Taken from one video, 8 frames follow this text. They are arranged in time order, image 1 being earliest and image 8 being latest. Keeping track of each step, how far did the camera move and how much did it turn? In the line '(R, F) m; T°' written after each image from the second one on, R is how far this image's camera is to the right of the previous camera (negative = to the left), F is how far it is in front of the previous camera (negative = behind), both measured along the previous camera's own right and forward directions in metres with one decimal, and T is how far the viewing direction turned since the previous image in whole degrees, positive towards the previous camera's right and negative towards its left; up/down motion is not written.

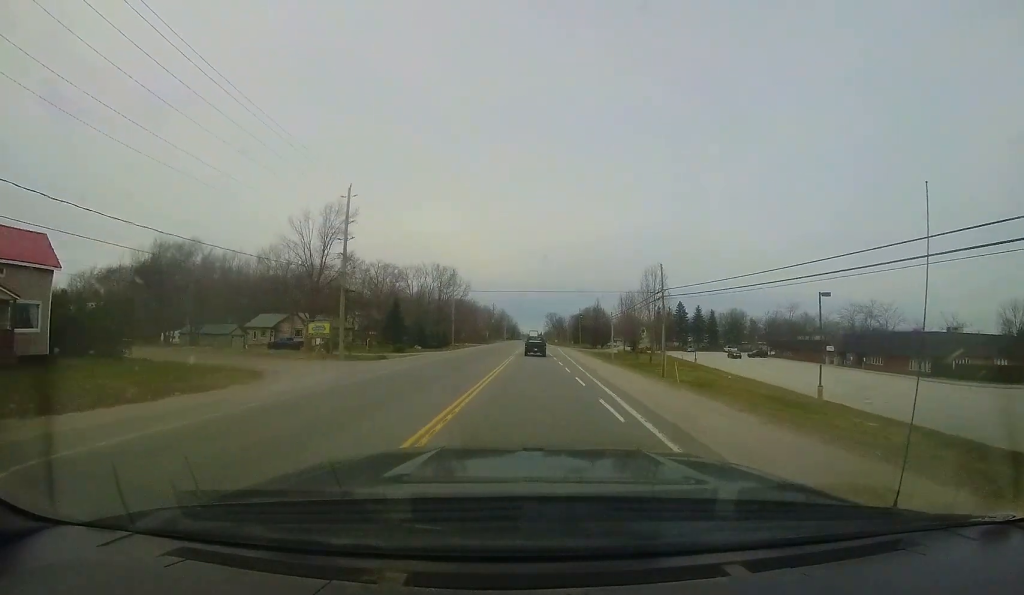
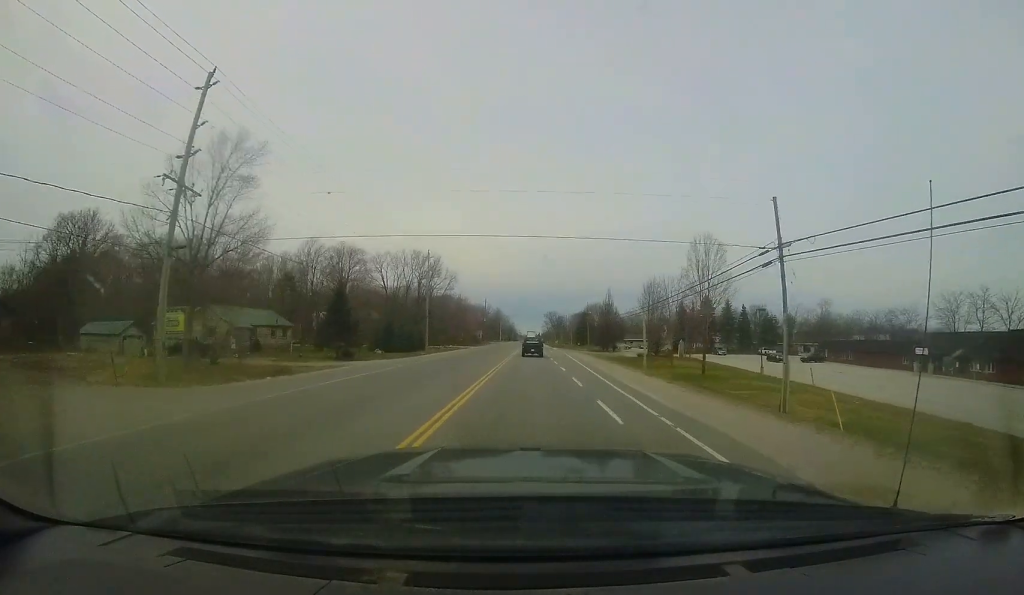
(0.0, +18.3) m; 0°
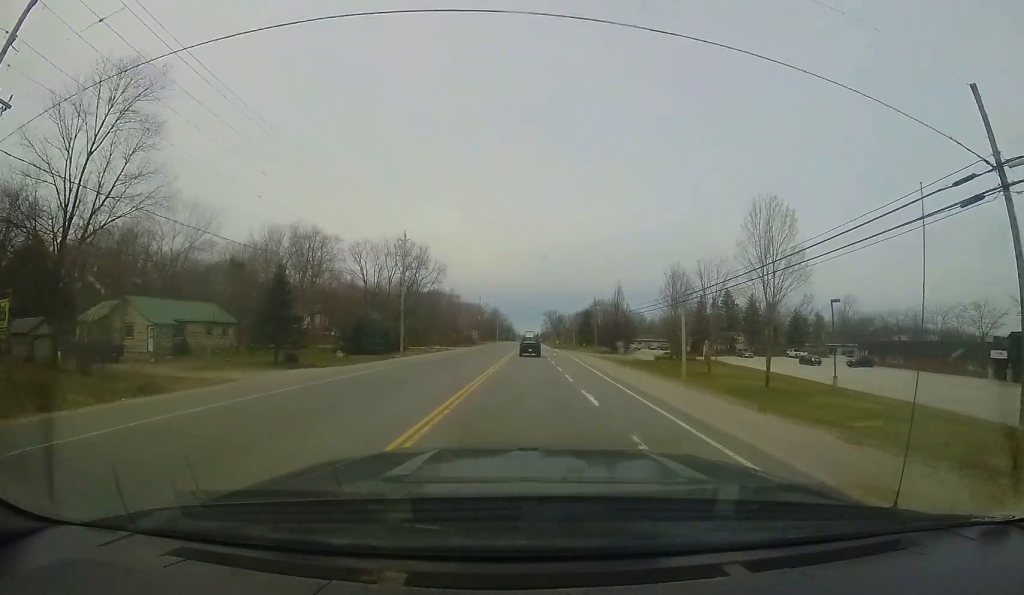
(-0.1, +11.1) m; 0°
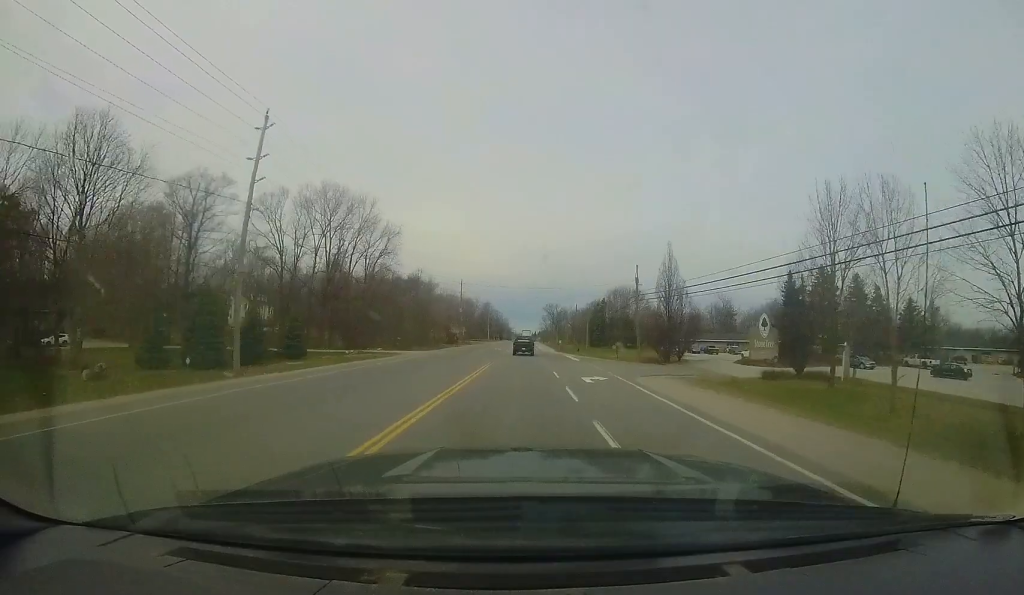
(+0.4, +29.0) m; +2°
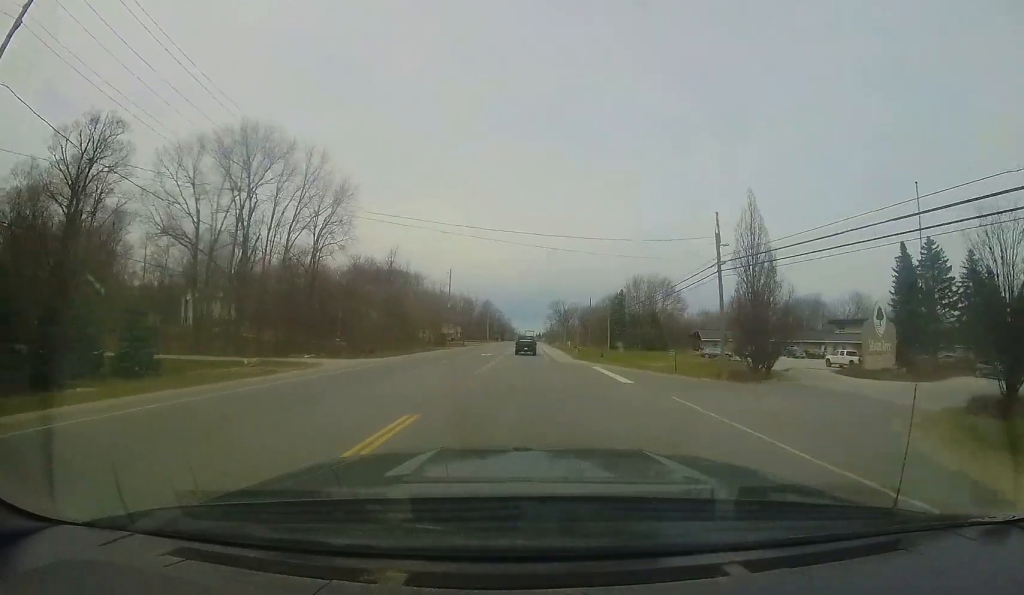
(+0.1, +17.2) m; +1°
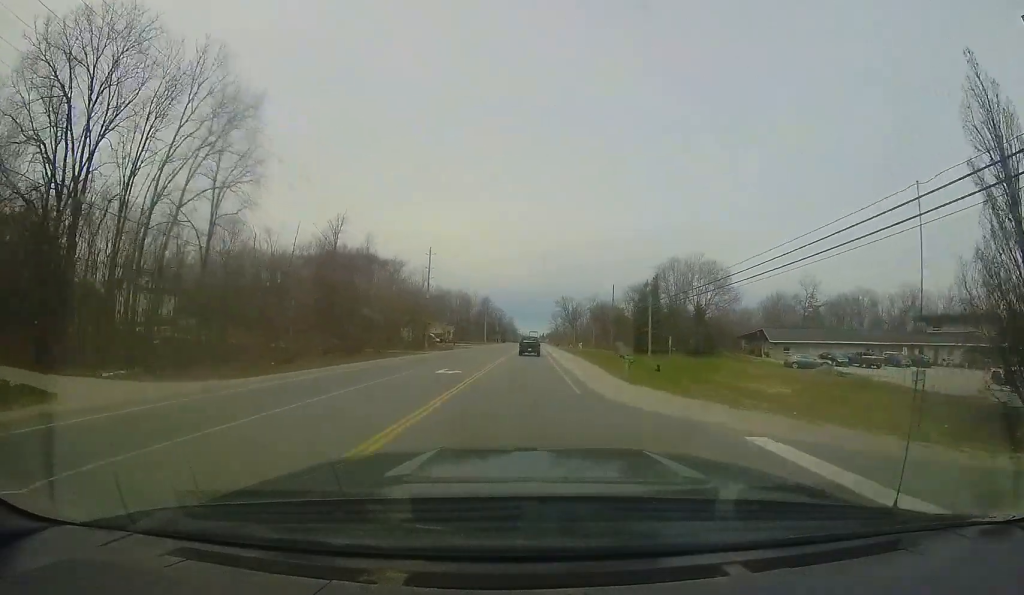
(+0.2, +18.4) m; -1°
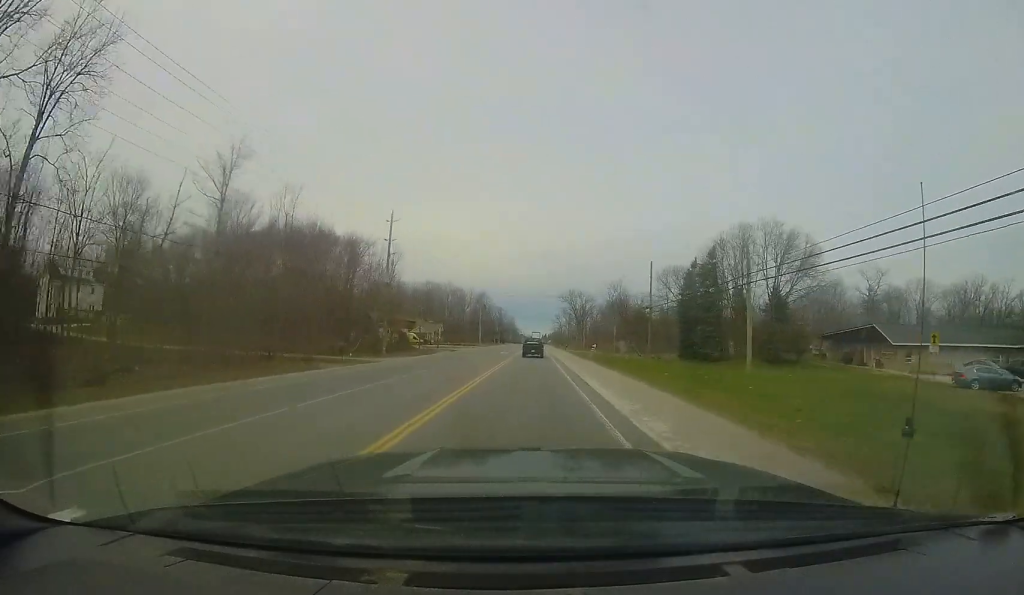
(-0.3, +17.7) m; 0°
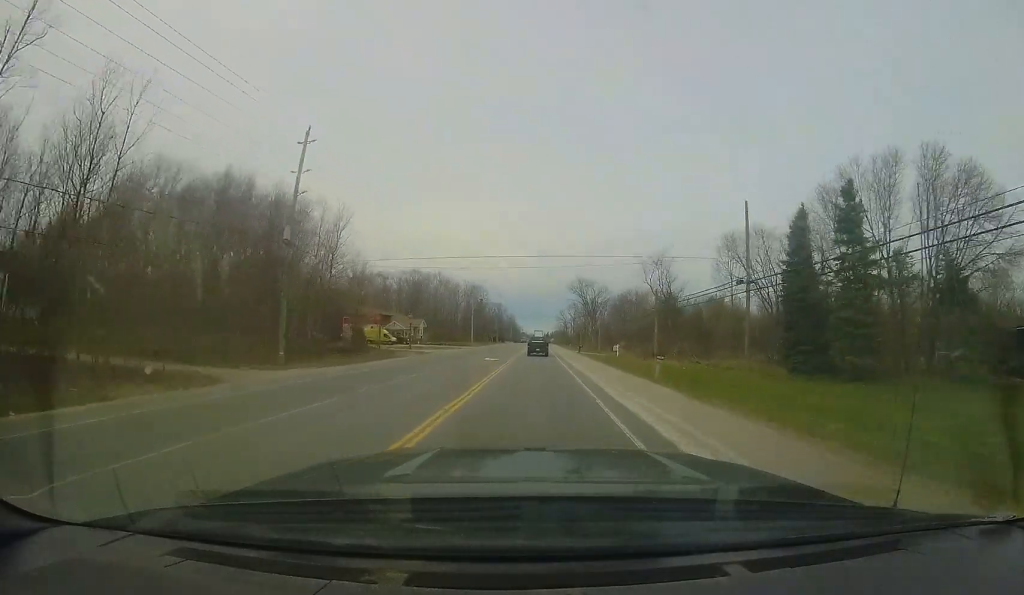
(0.0, +18.3) m; 0°
